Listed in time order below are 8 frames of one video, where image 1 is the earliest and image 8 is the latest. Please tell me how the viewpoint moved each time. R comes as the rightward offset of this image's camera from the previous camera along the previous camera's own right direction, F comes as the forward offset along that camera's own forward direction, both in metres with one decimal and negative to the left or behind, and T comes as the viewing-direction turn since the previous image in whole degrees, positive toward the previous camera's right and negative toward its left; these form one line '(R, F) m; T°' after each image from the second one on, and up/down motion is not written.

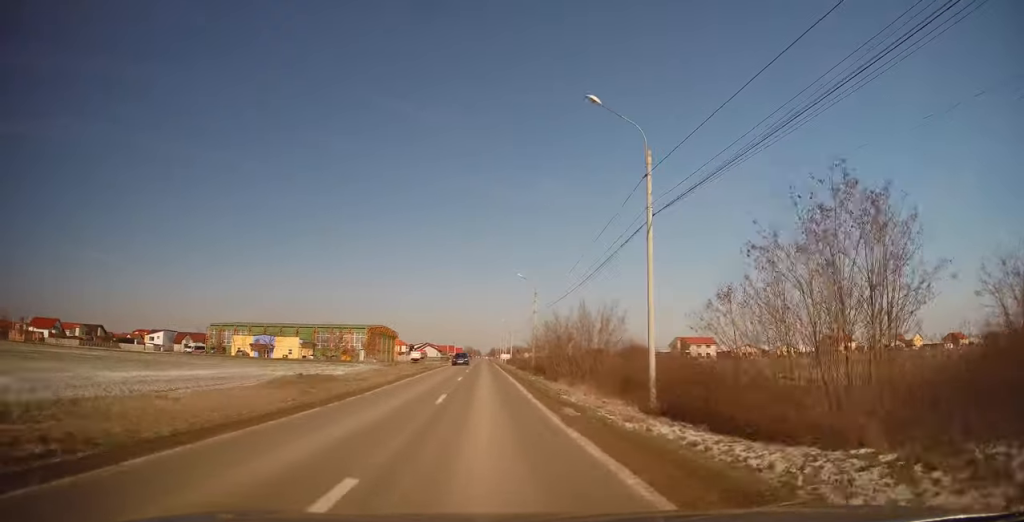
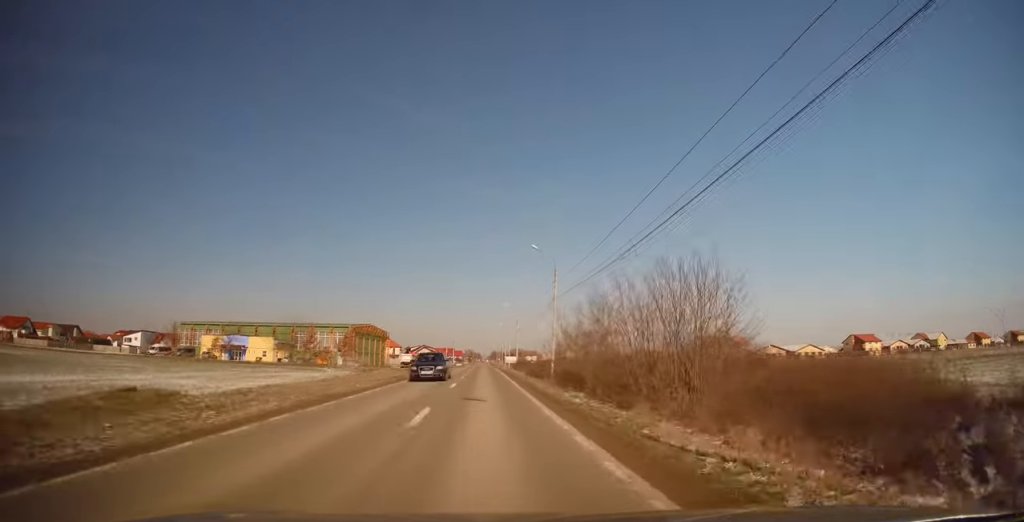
(+0.2, +16.7) m; 0°
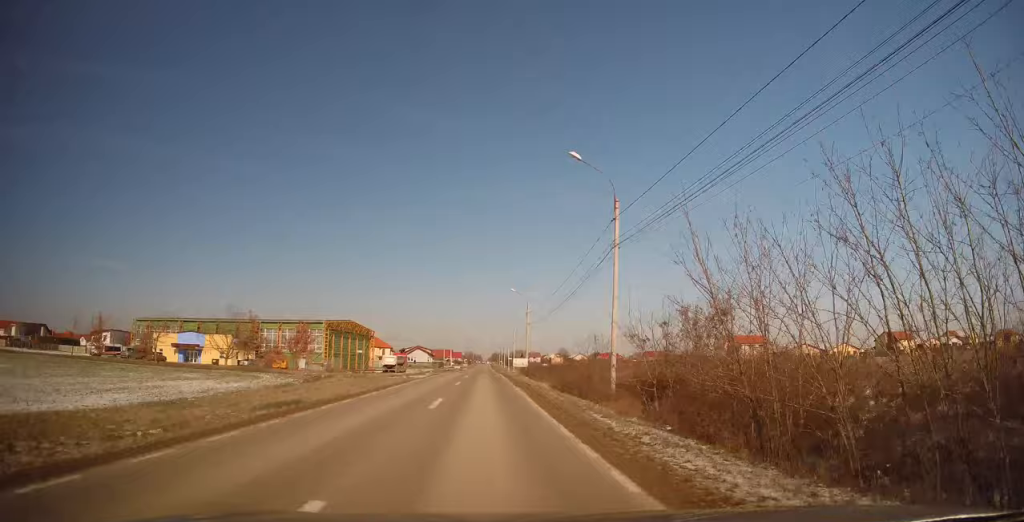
(-0.1, +19.8) m; -1°
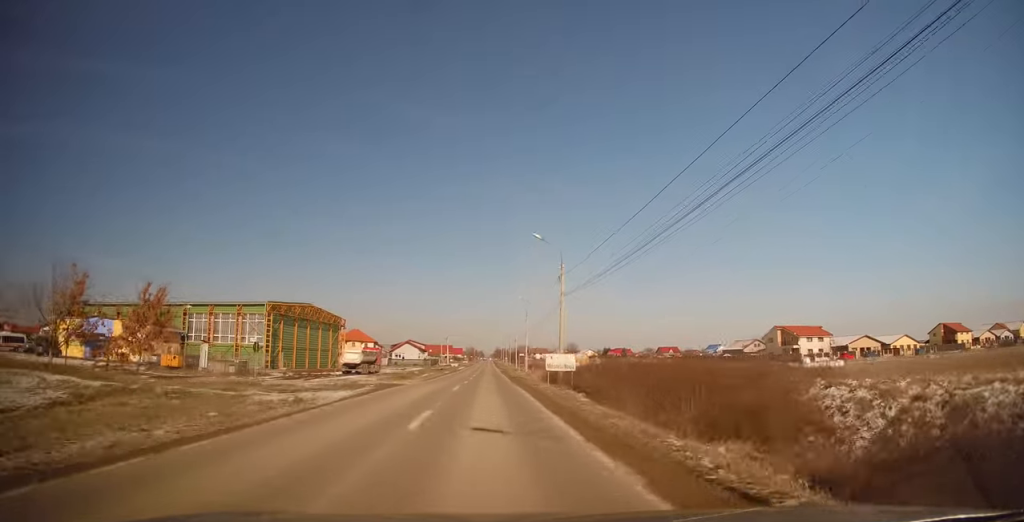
(-0.2, +27.1) m; 0°
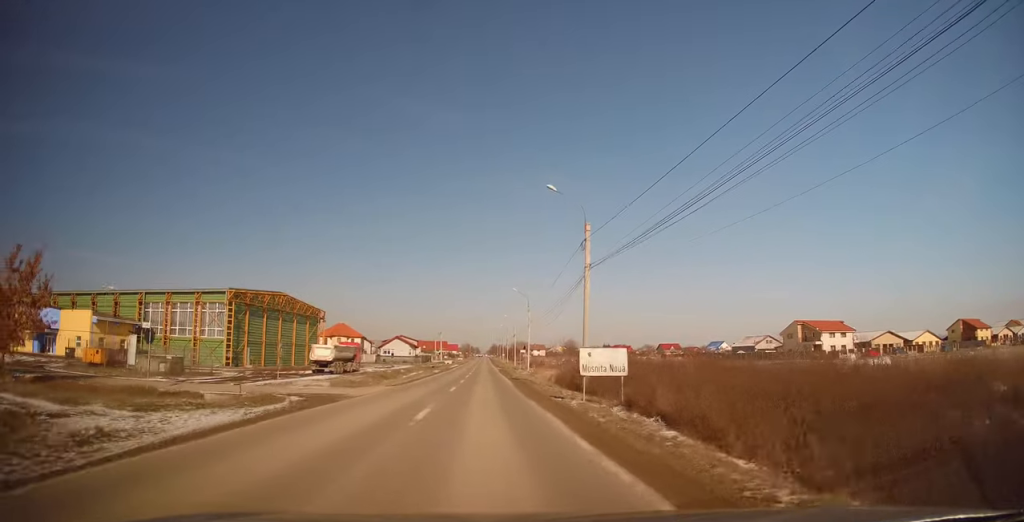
(0.0, +10.6) m; +1°
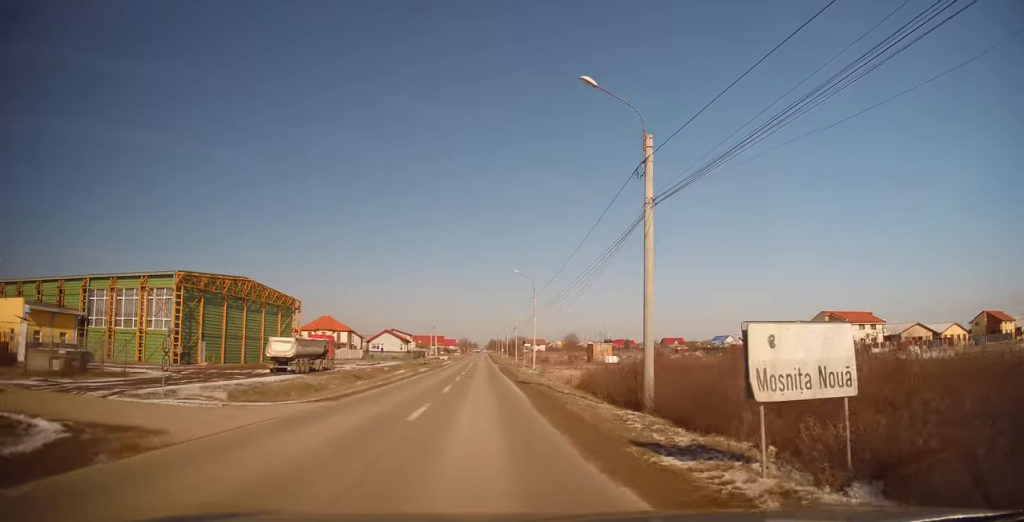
(+0.2, +11.6) m; -1°
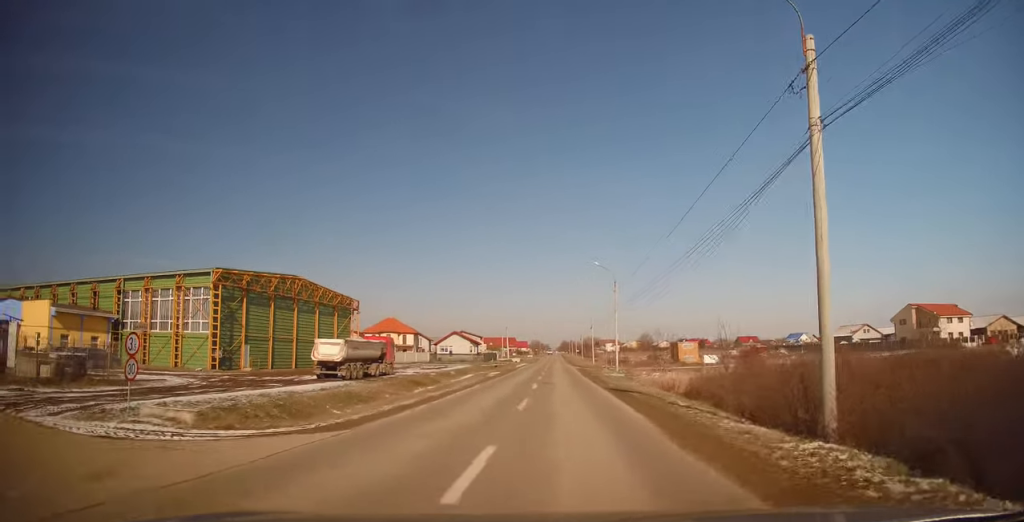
(-0.3, +7.5) m; -10°
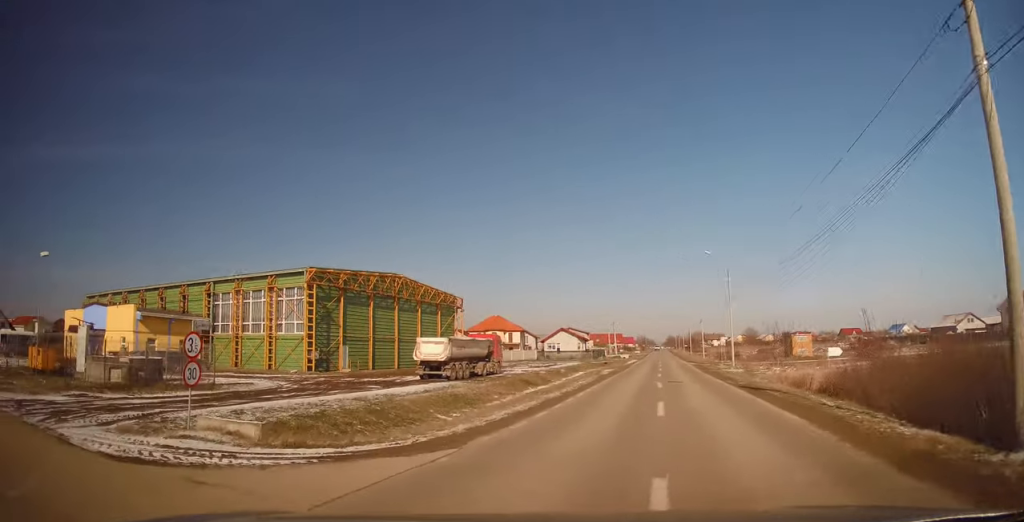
(+0.2, +3.1) m; -10°
